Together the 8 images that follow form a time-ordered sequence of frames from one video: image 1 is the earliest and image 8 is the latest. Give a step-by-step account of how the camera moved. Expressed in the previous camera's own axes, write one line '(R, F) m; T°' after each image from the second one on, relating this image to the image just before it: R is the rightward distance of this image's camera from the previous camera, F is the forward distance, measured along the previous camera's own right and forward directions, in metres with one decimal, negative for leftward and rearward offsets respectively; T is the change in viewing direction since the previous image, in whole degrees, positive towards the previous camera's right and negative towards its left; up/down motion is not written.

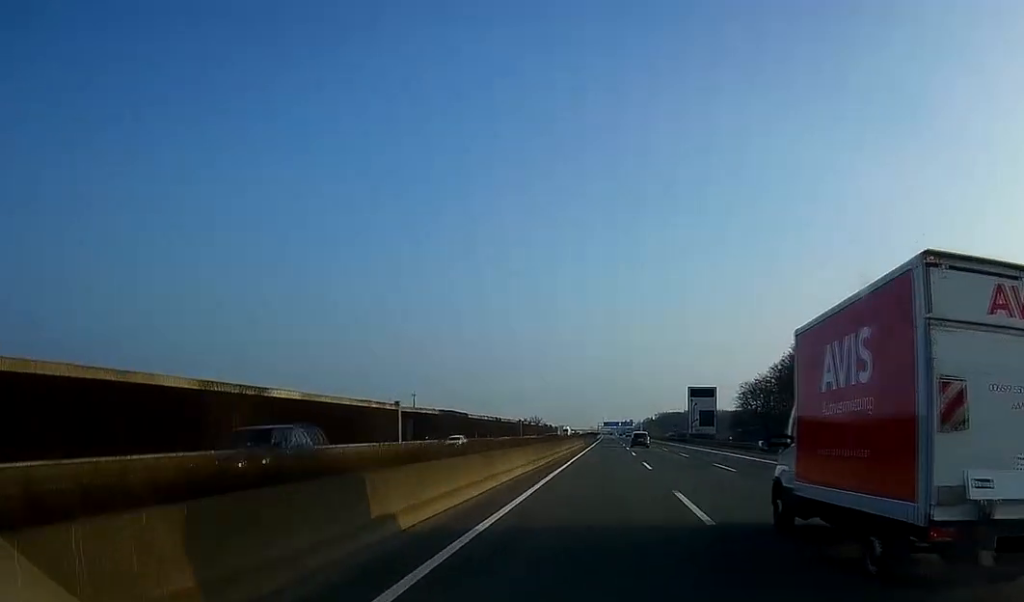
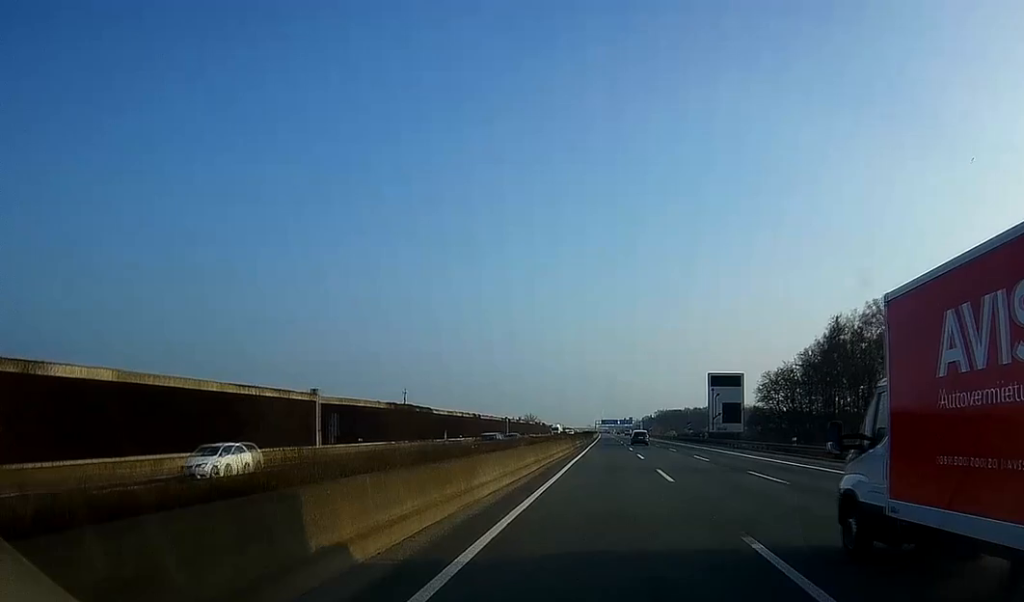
(+0.2, +26.1) m; +1°
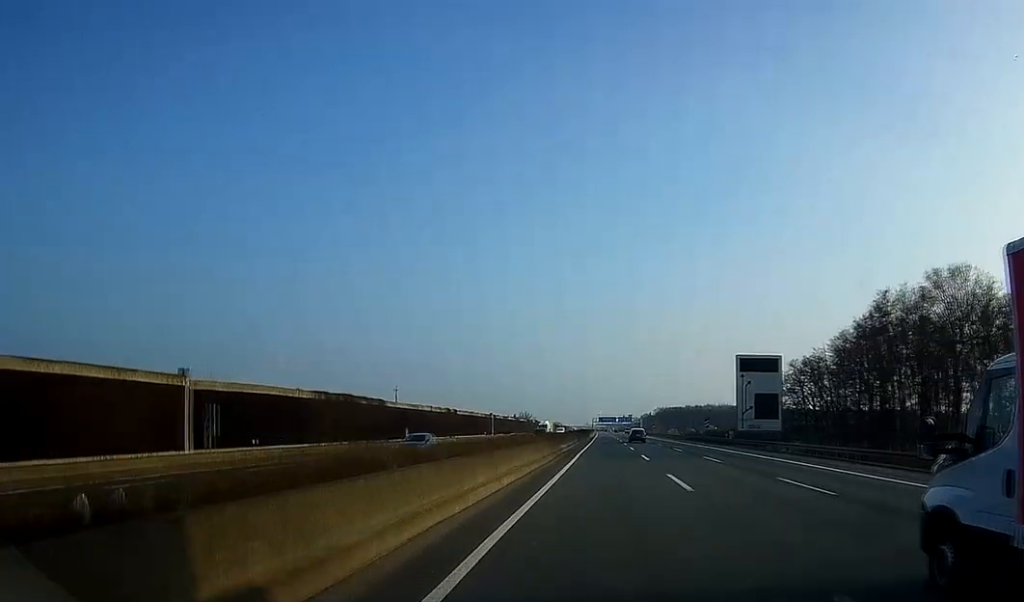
(+0.2, +22.0) m; 0°
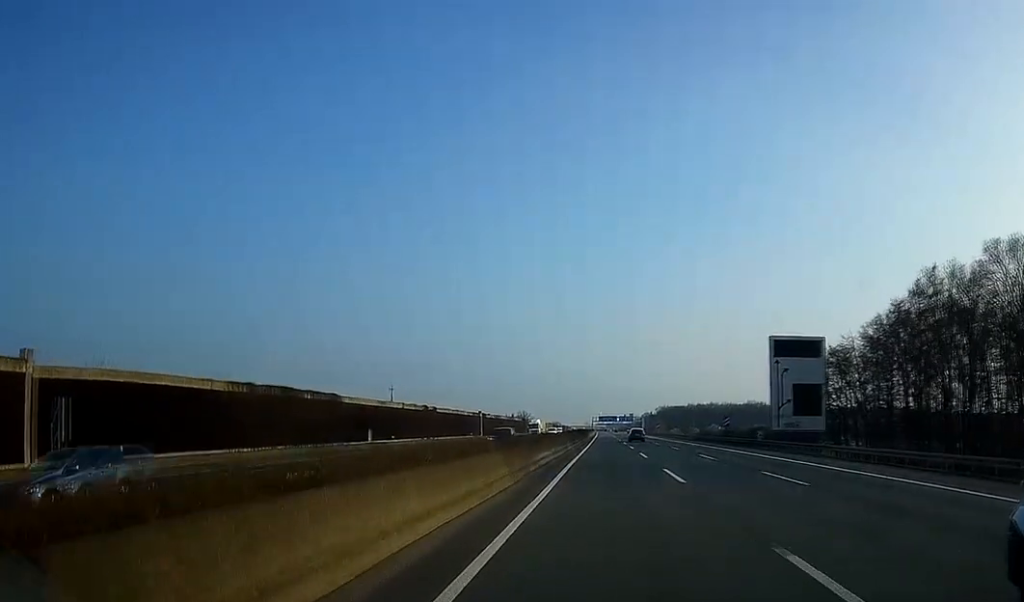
(+0.1, +15.4) m; 0°
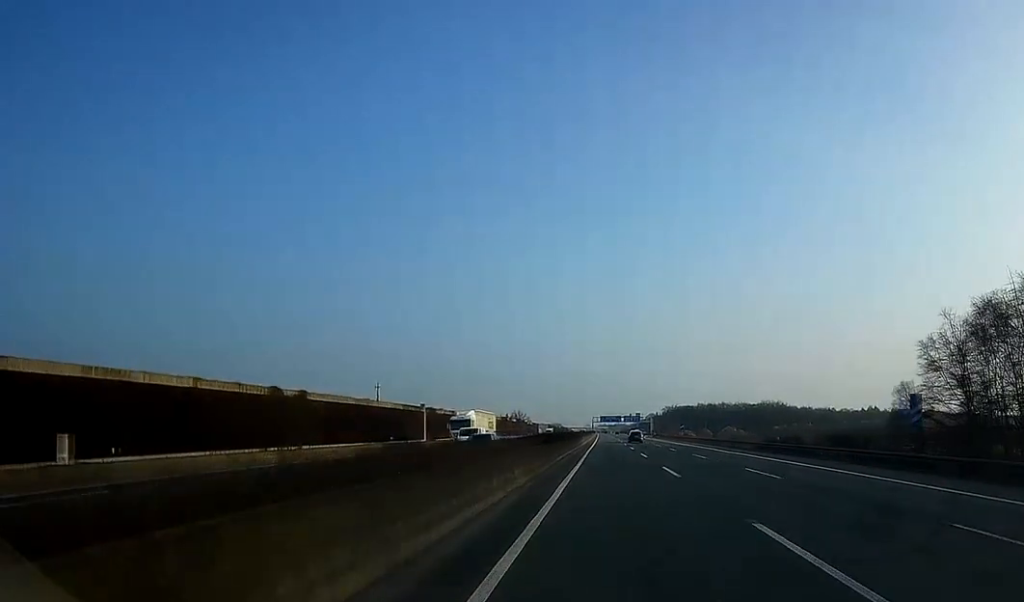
(-0.2, +50.0) m; 0°
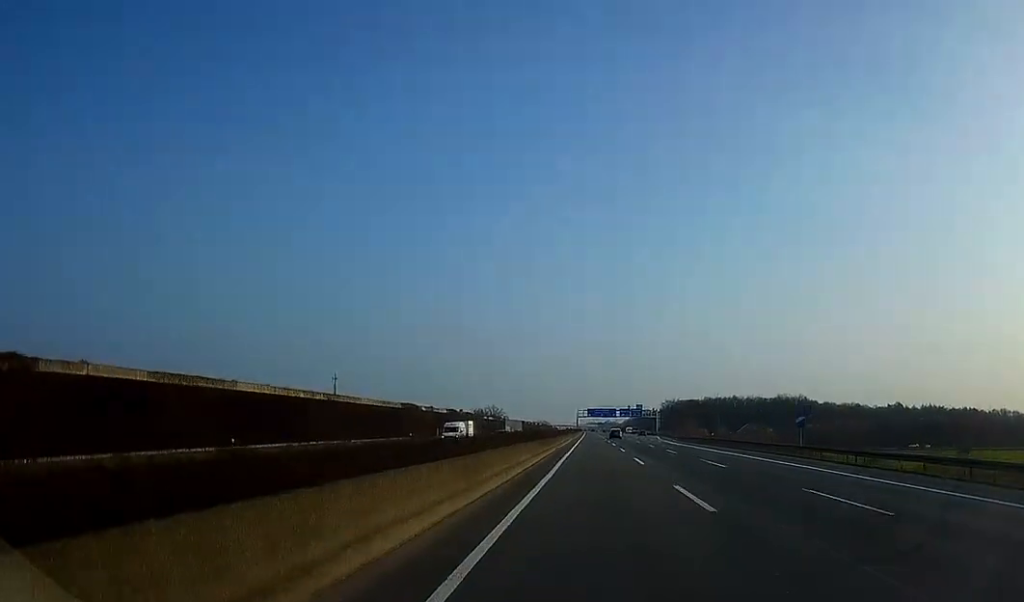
(+0.3, +82.8) m; 0°
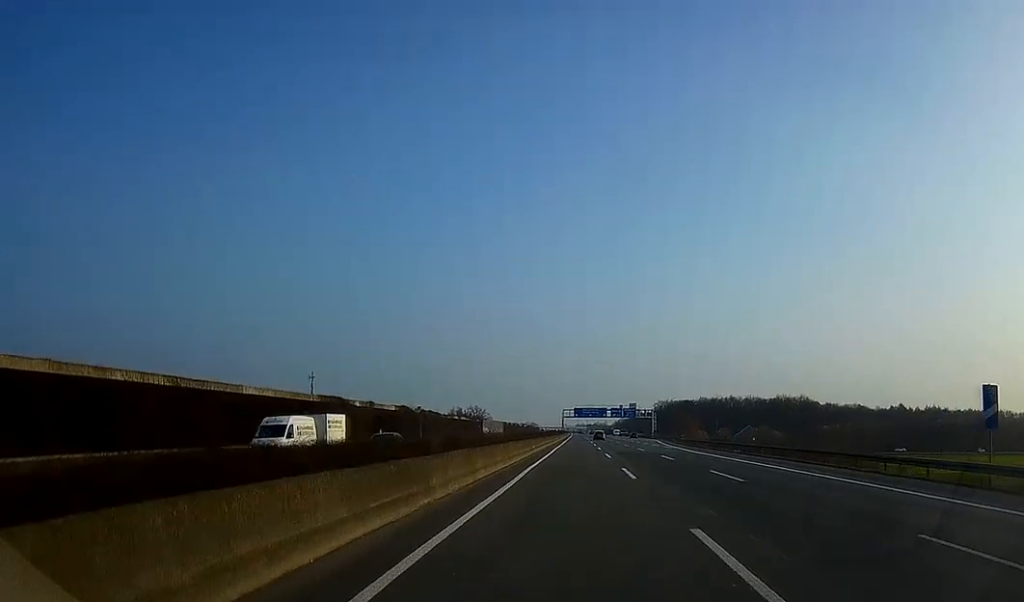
(+0.1, +26.1) m; 0°
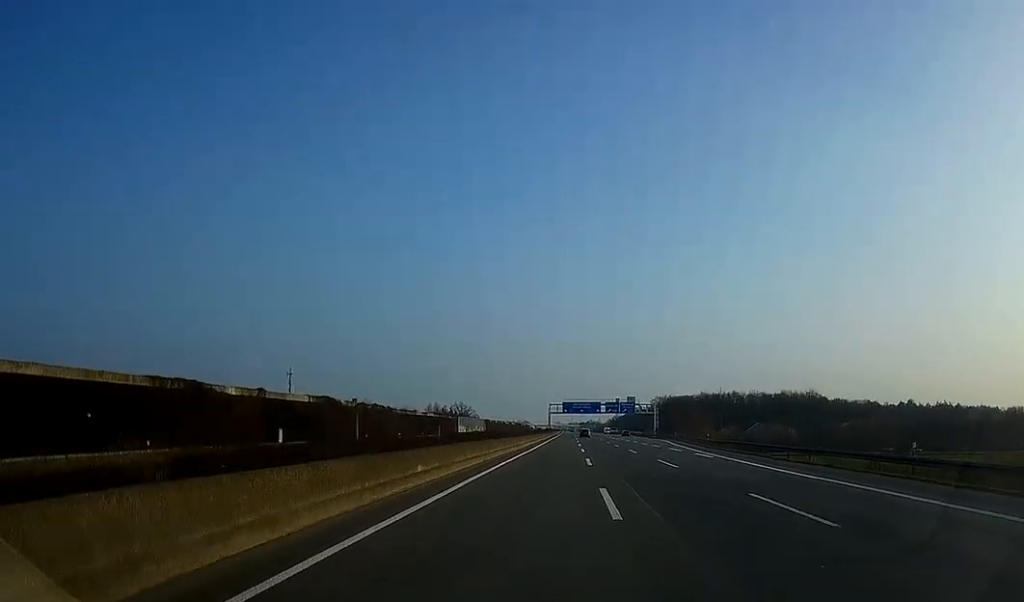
(0.0, +29.1) m; 0°
